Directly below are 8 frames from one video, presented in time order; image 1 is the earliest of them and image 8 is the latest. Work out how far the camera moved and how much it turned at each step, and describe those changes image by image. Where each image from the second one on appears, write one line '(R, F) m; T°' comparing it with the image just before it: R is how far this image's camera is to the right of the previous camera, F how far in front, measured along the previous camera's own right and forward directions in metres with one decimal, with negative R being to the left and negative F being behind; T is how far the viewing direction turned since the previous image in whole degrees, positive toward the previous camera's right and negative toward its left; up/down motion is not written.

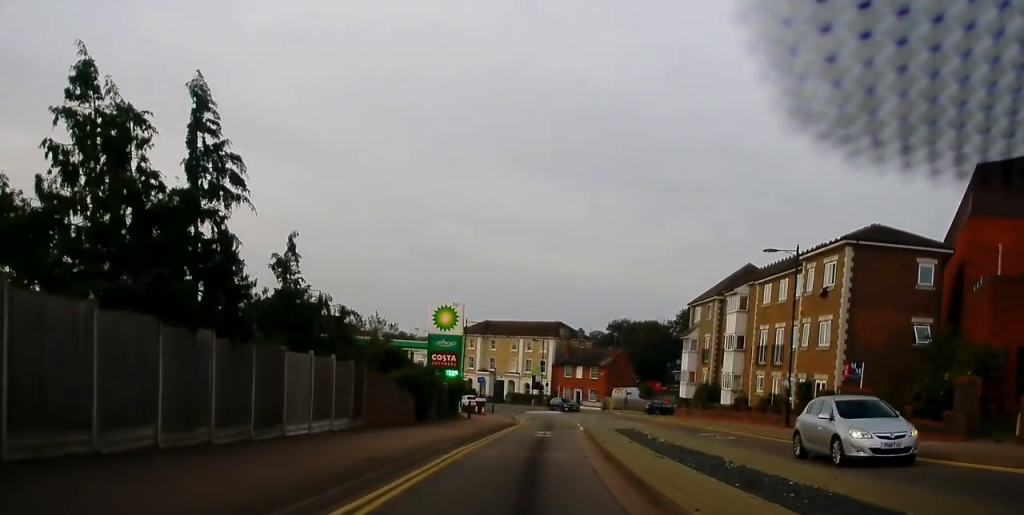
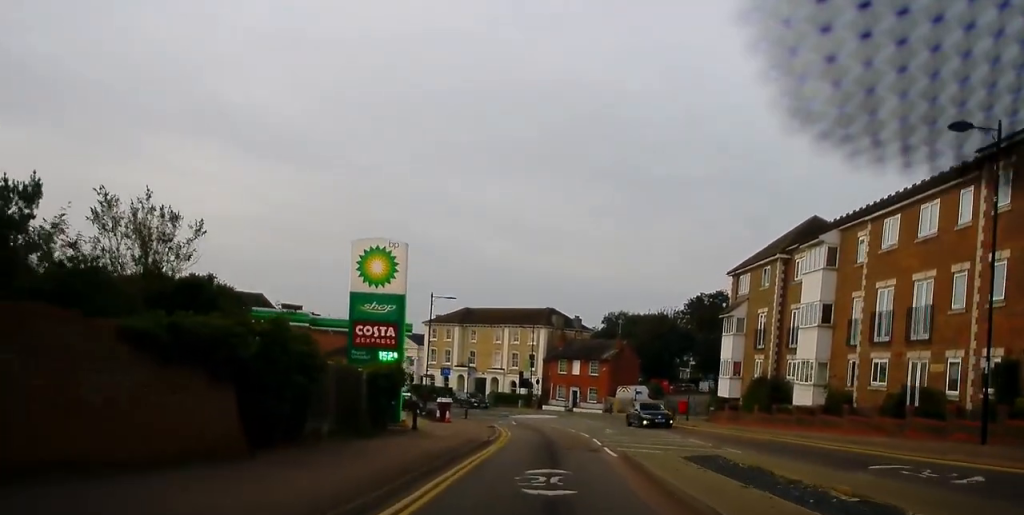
(+0.4, +18.7) m; +1°
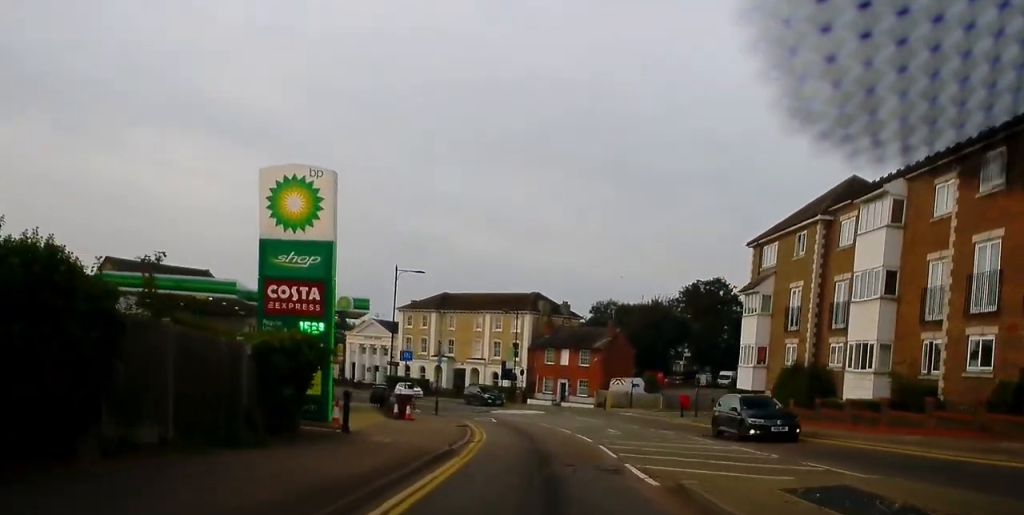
(0.0, +8.7) m; 0°
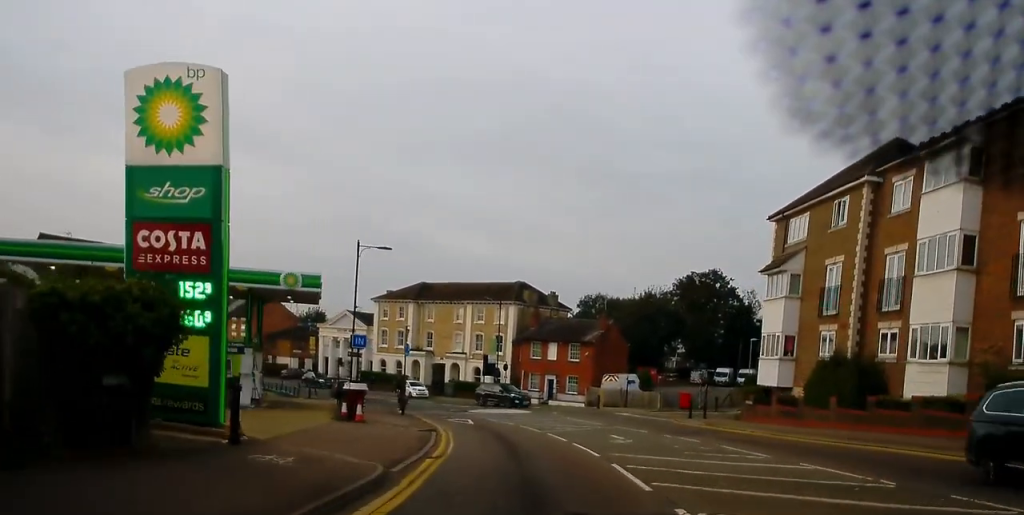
(0.0, +6.9) m; -1°
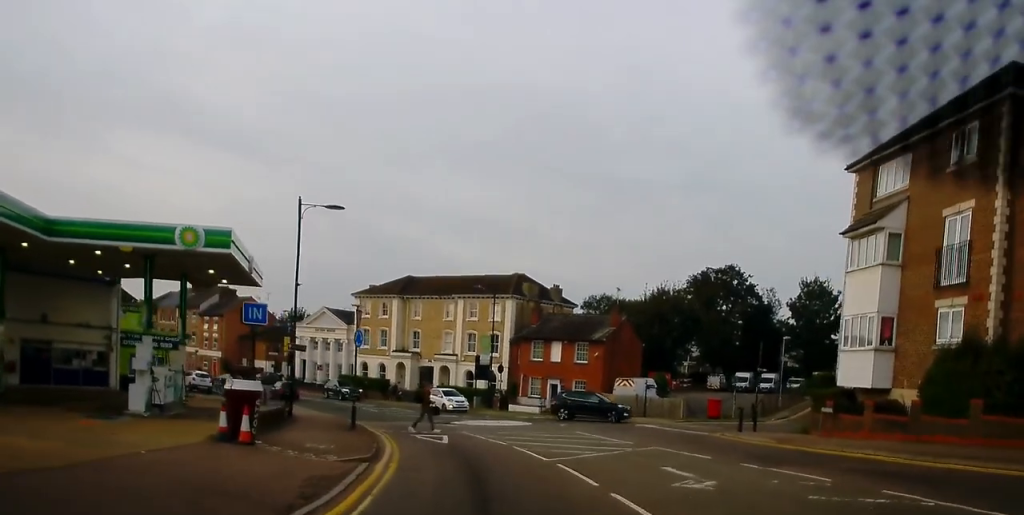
(-0.2, +10.3) m; 0°
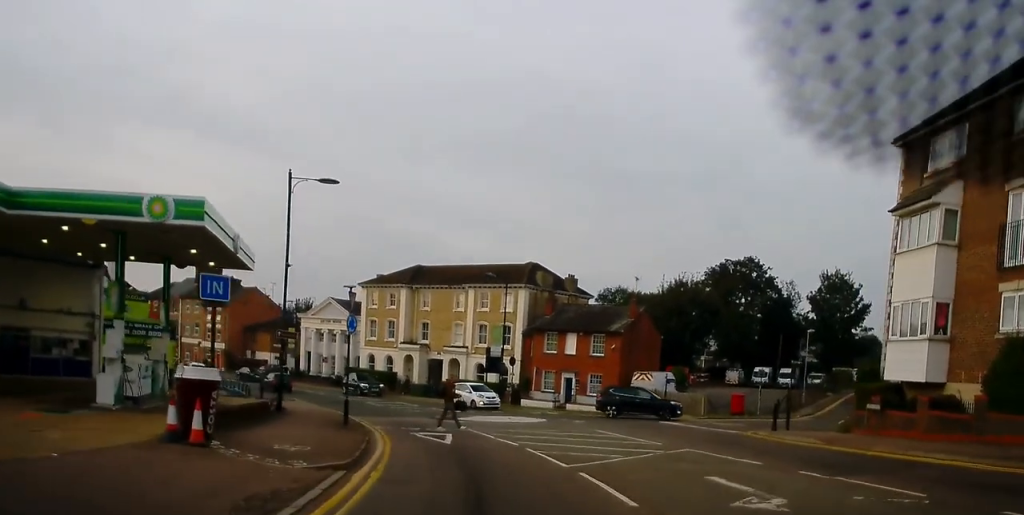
(+0.1, +2.9) m; 0°
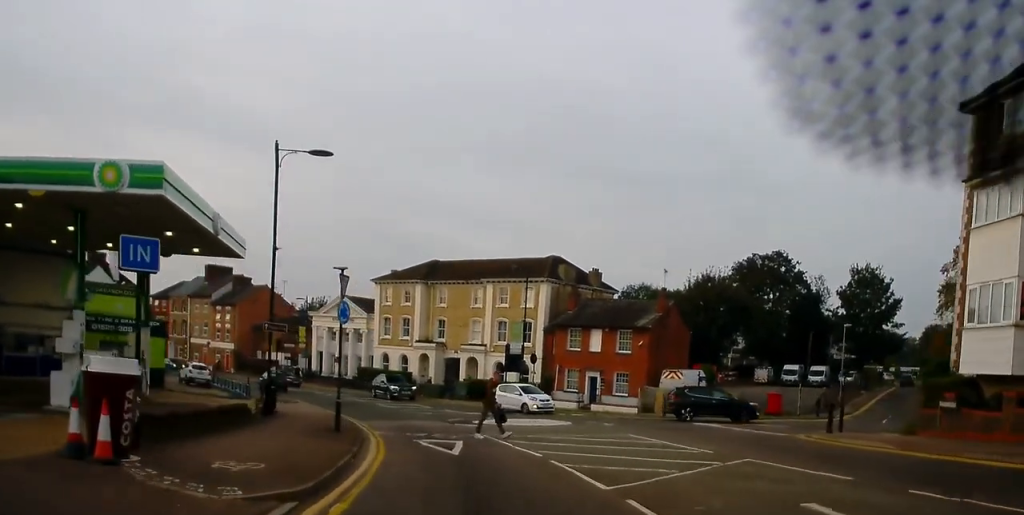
(+0.1, +3.7) m; 0°
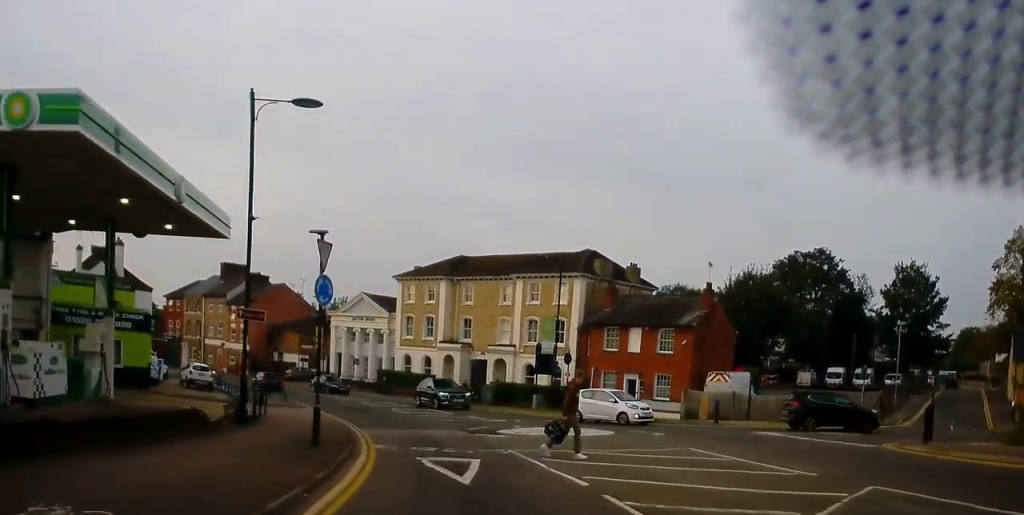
(-0.1, +4.9) m; -4°
